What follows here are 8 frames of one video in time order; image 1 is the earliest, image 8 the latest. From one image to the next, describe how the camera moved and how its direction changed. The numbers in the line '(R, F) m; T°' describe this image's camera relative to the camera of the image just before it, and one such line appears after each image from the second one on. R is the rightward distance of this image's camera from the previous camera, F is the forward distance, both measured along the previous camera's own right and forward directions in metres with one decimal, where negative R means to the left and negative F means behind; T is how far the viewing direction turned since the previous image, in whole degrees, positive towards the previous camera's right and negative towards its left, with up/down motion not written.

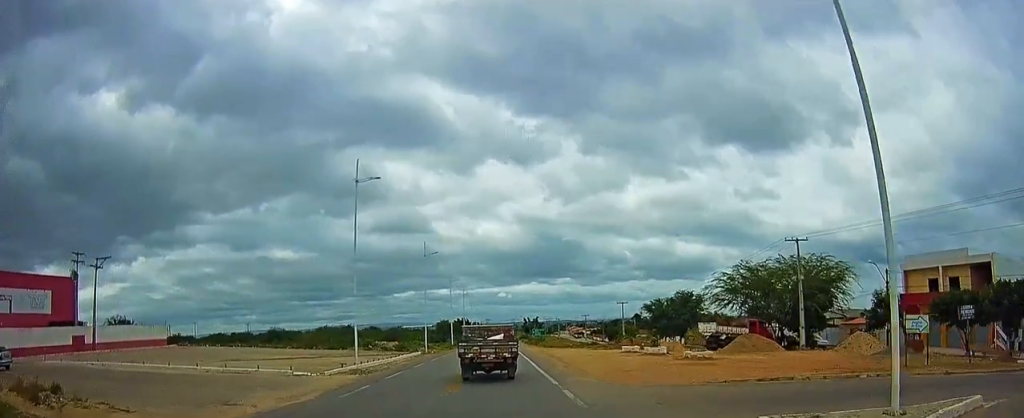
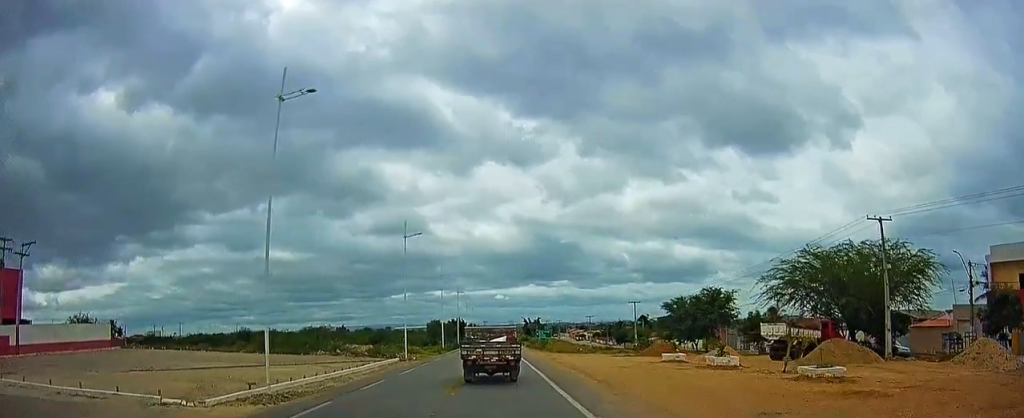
(+0.7, +12.8) m; +2°
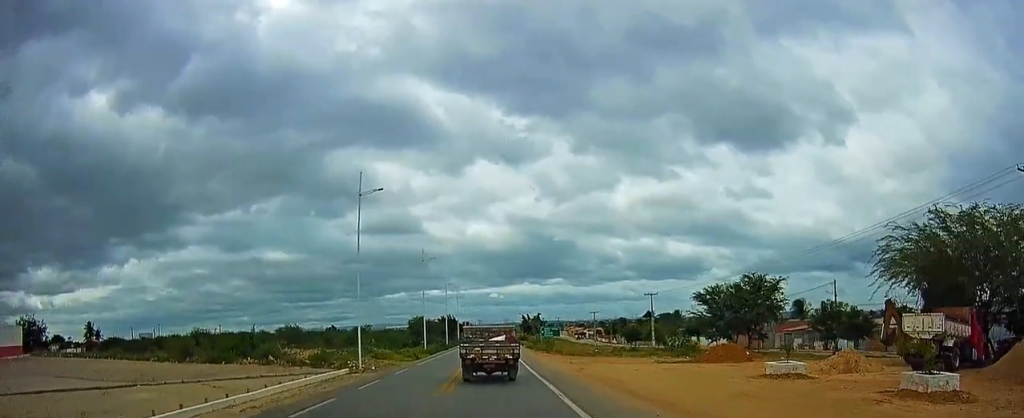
(-0.5, +15.9) m; -2°
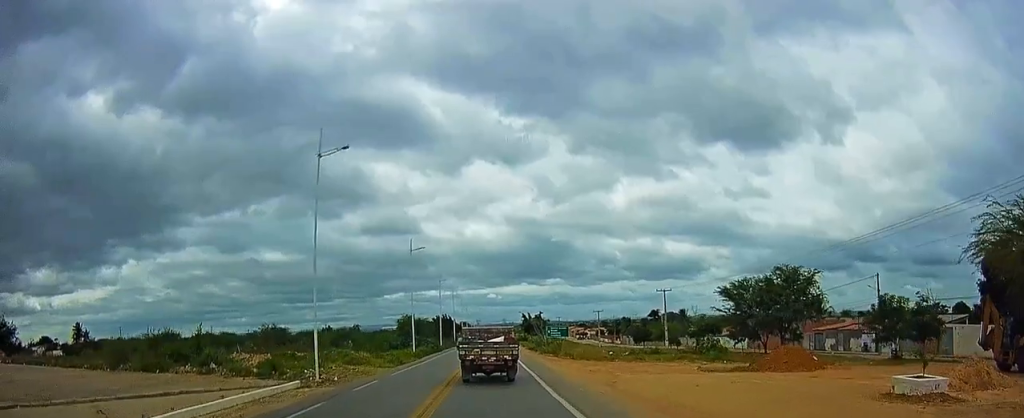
(+0.2, +8.6) m; +1°
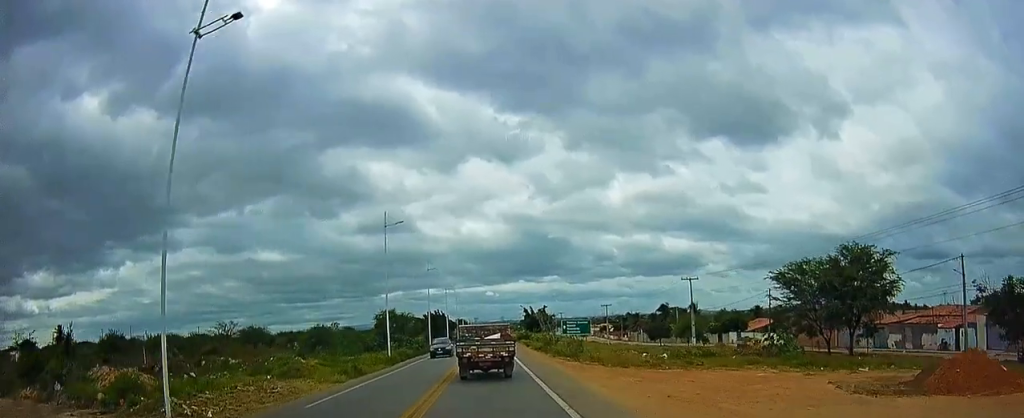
(+0.2, +13.3) m; 0°
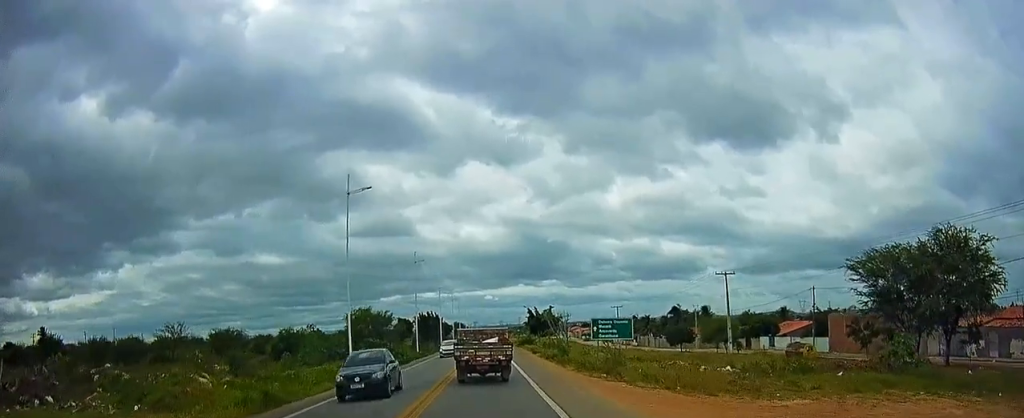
(-0.3, +12.4) m; -1°
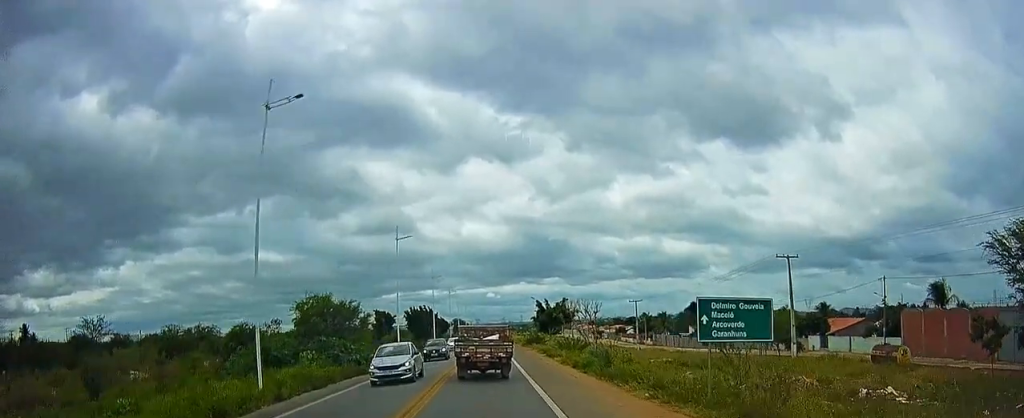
(+0.1, +14.2) m; +1°
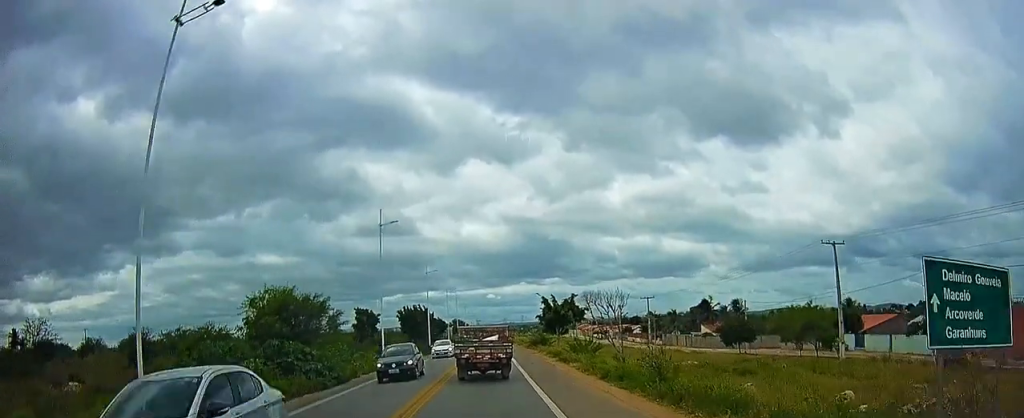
(+0.1, +7.8) m; +1°
